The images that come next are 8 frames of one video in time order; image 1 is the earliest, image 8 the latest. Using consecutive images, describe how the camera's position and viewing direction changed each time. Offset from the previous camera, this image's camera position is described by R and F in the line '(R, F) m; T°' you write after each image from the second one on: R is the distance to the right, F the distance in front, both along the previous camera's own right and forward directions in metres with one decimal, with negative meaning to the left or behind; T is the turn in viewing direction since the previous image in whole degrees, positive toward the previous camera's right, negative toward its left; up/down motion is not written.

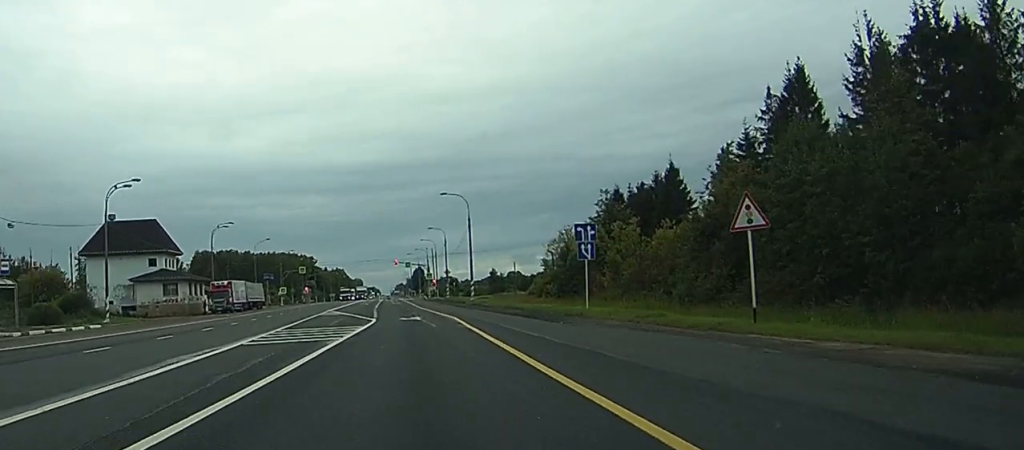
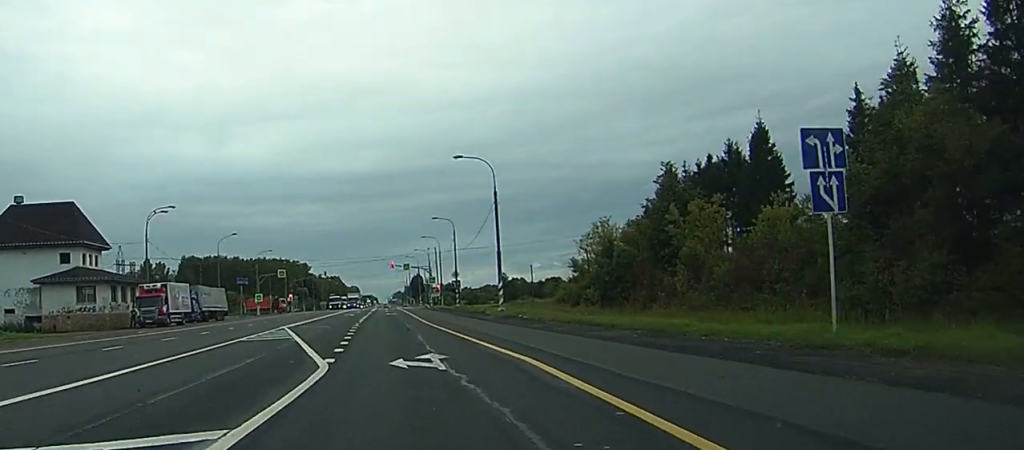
(0.0, +26.9) m; 0°
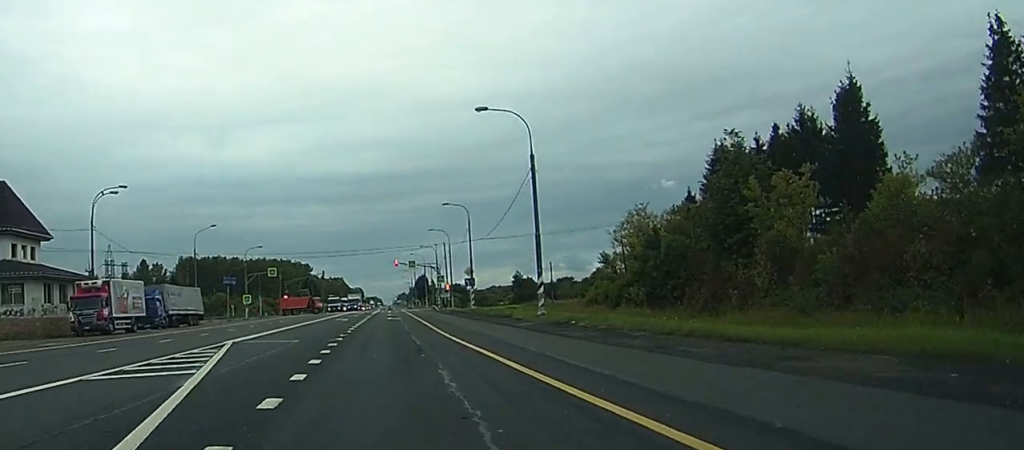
(-0.1, +15.4) m; 0°
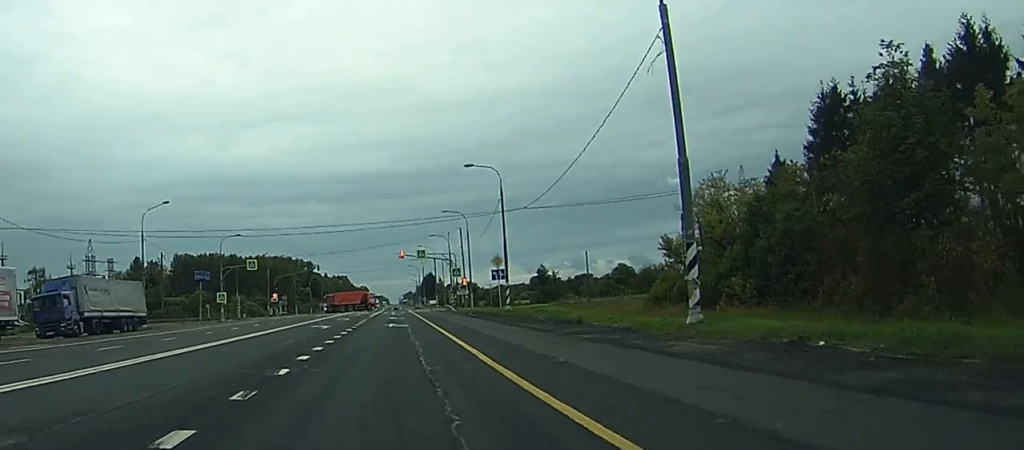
(0.0, +22.4) m; 0°
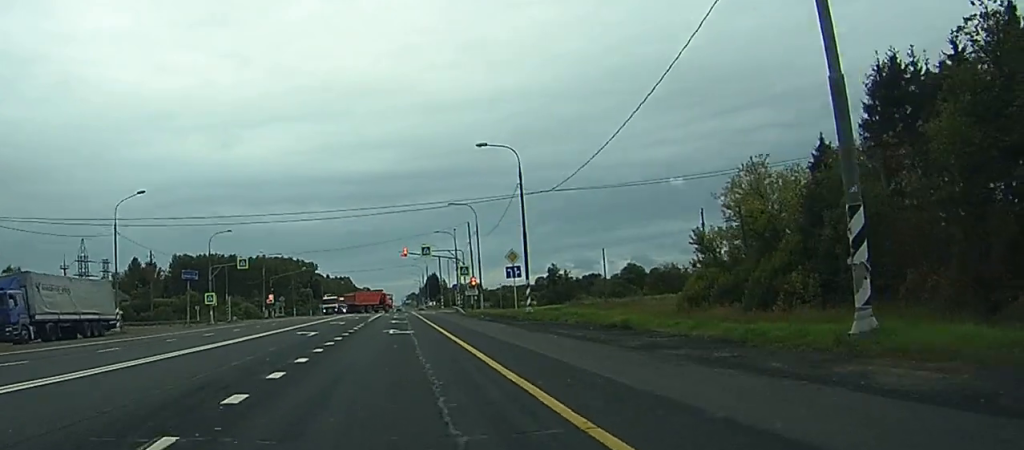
(0.0, +8.2) m; 0°
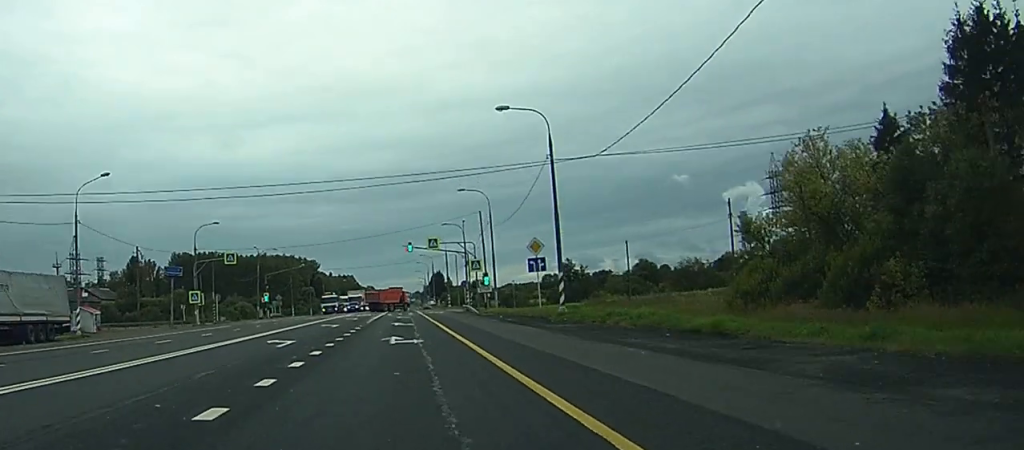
(0.0, +9.4) m; 0°
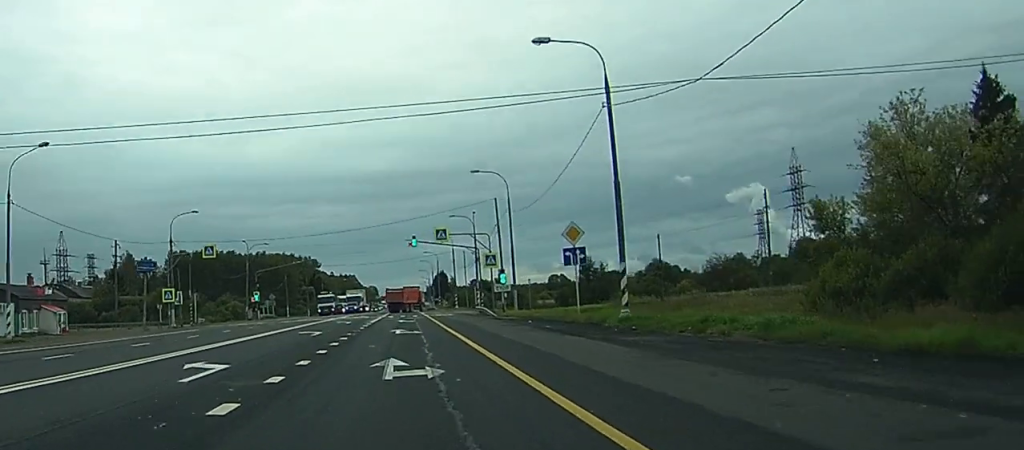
(0.0, +11.3) m; 0°
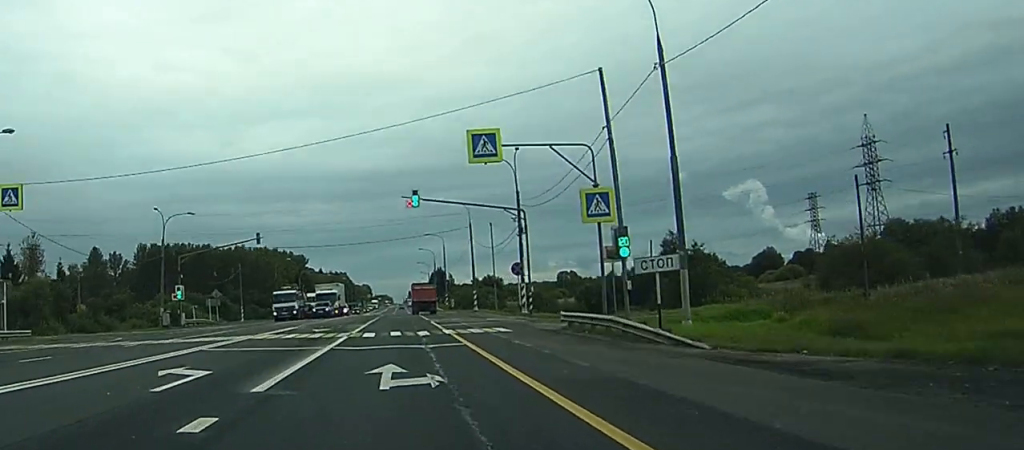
(0.0, +40.5) m; 0°
